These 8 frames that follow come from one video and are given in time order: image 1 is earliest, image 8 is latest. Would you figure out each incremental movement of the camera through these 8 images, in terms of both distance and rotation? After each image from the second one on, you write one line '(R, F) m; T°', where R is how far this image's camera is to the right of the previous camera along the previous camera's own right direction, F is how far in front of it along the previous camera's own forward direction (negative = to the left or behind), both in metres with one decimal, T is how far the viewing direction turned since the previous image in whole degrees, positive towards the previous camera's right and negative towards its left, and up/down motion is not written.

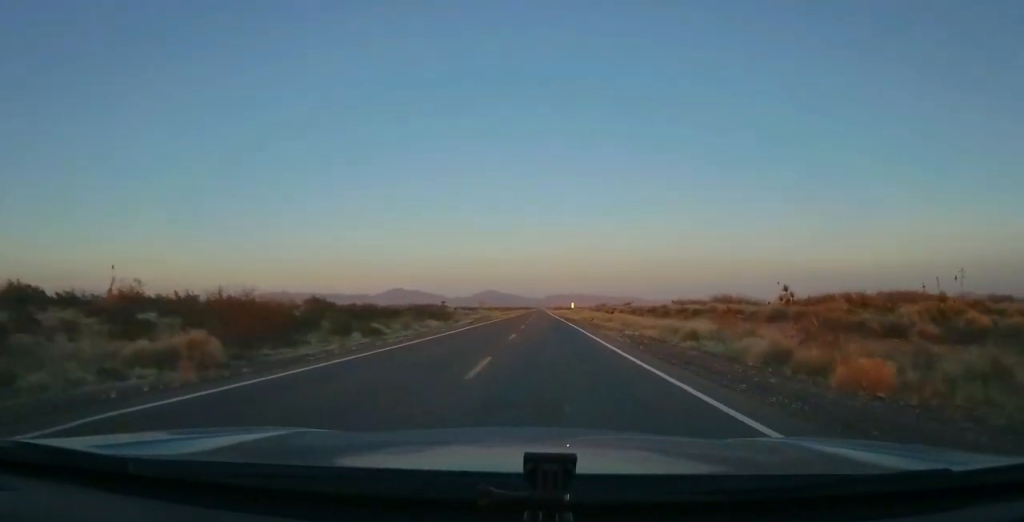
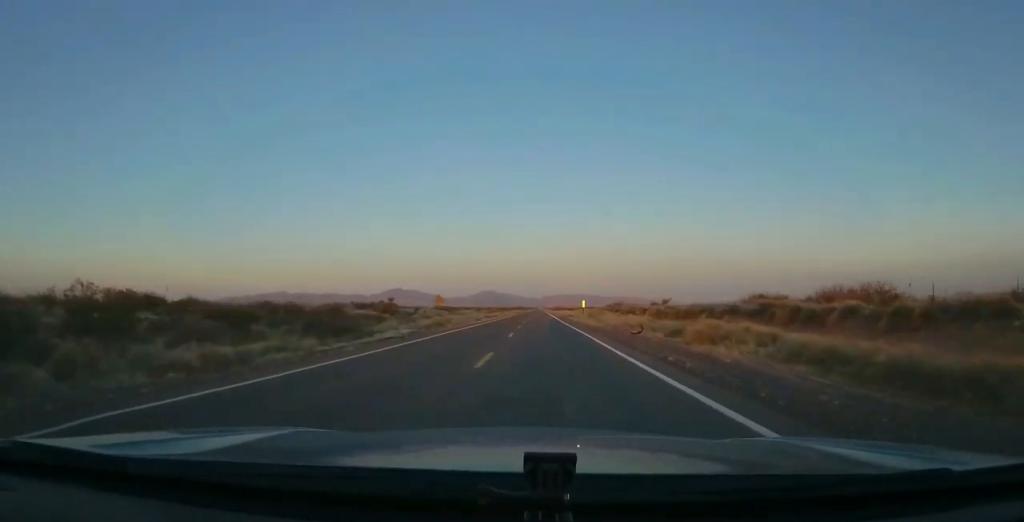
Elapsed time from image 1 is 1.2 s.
(+0.1, +34.0) m; 0°
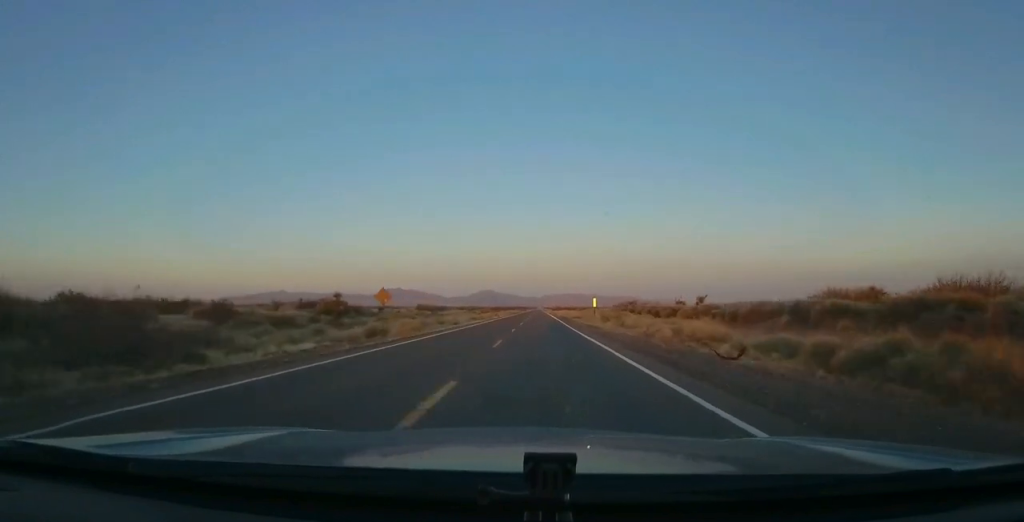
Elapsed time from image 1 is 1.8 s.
(0.0, +17.5) m; 0°
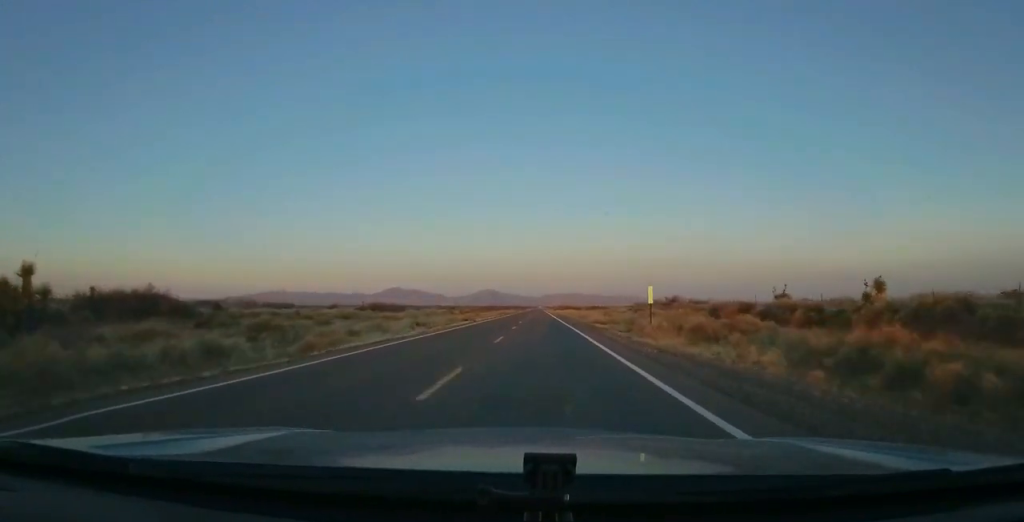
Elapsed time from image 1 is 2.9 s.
(0.0, +33.1) m; 0°
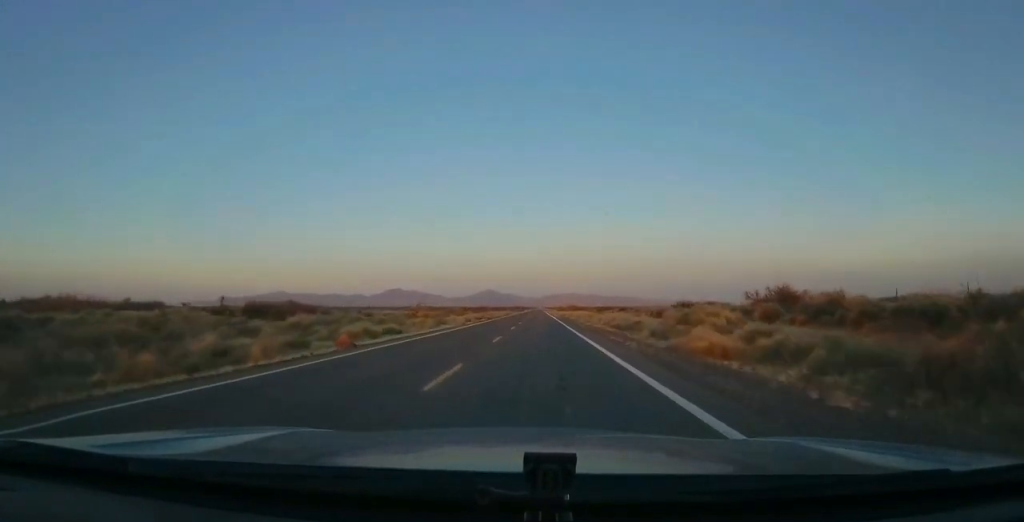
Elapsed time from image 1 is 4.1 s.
(-0.1, +34.1) m; -1°
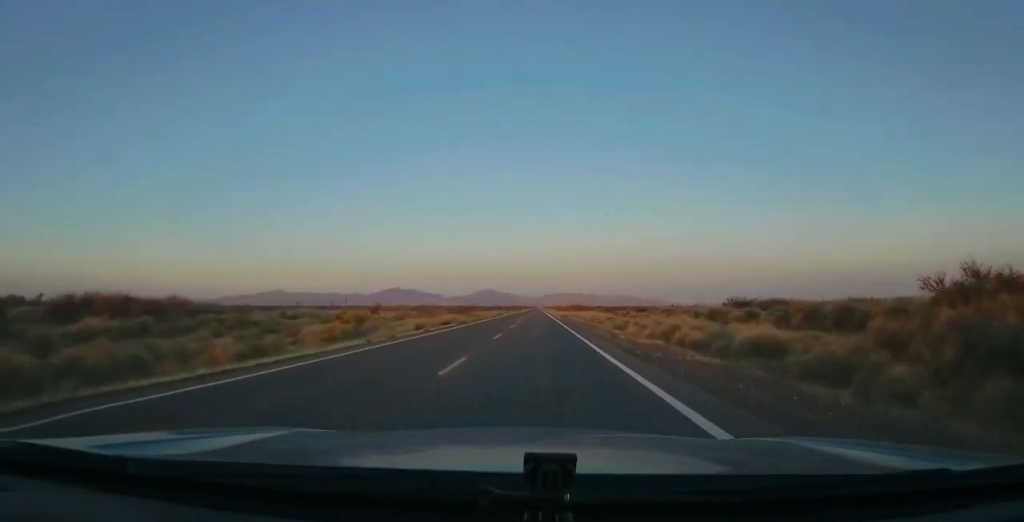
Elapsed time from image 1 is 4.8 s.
(-0.3, +21.4) m; +1°
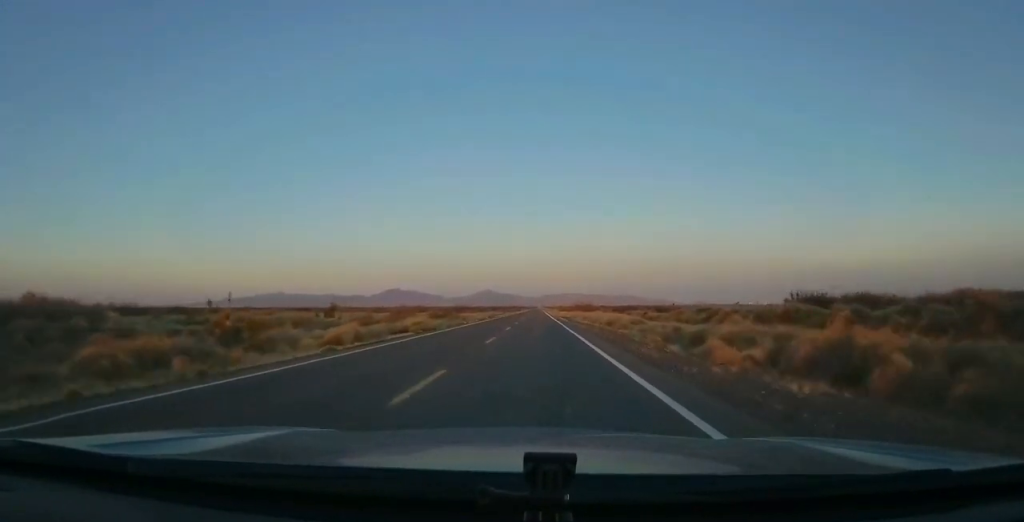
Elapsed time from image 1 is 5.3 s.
(-0.2, +14.6) m; +1°
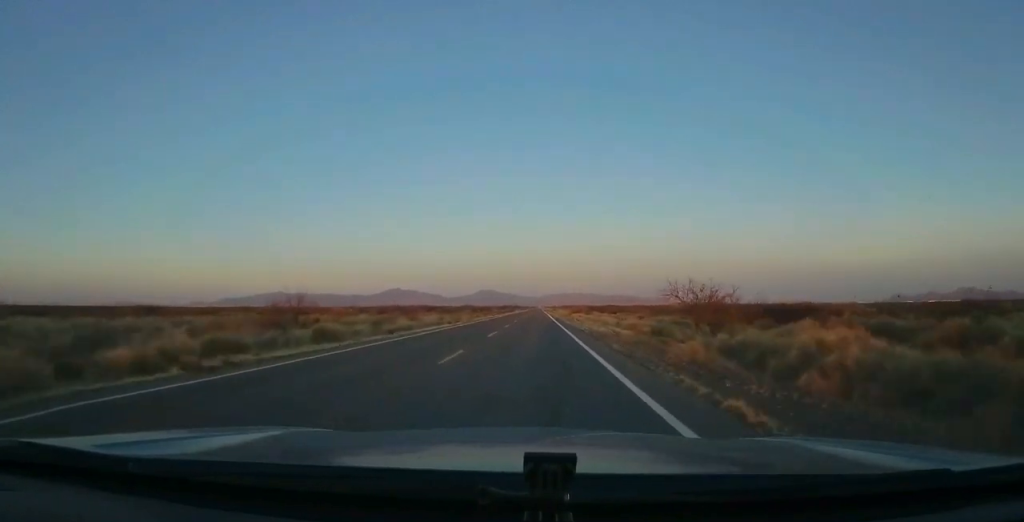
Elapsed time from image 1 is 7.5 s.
(+0.5, +65.2) m; -1°
